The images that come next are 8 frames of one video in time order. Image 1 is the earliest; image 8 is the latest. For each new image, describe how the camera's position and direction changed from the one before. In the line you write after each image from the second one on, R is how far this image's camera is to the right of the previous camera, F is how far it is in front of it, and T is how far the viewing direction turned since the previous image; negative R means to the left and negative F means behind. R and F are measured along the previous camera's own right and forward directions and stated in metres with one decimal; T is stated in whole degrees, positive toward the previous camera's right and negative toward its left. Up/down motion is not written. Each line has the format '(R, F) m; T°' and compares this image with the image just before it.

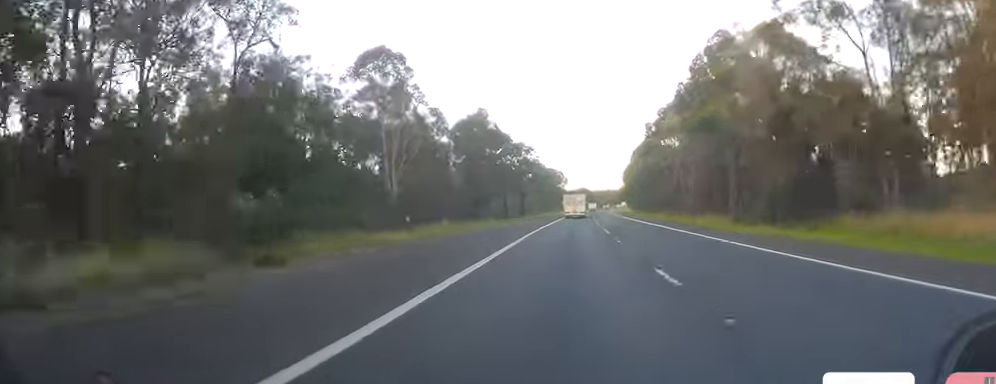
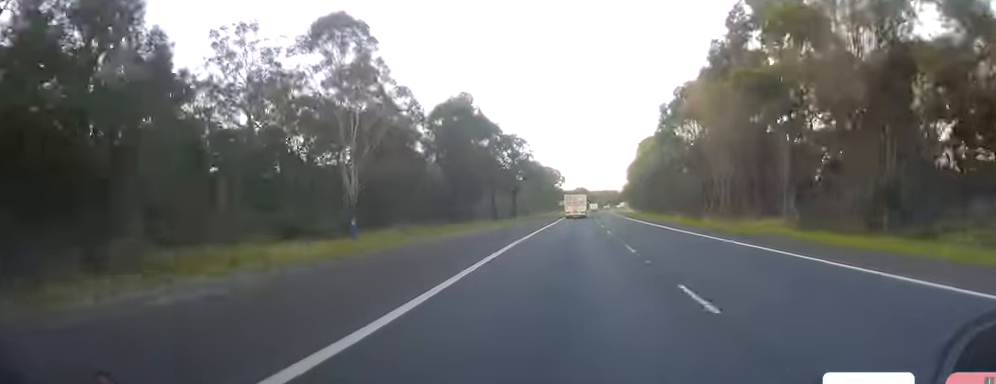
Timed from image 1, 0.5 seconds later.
(+0.1, +15.3) m; 0°
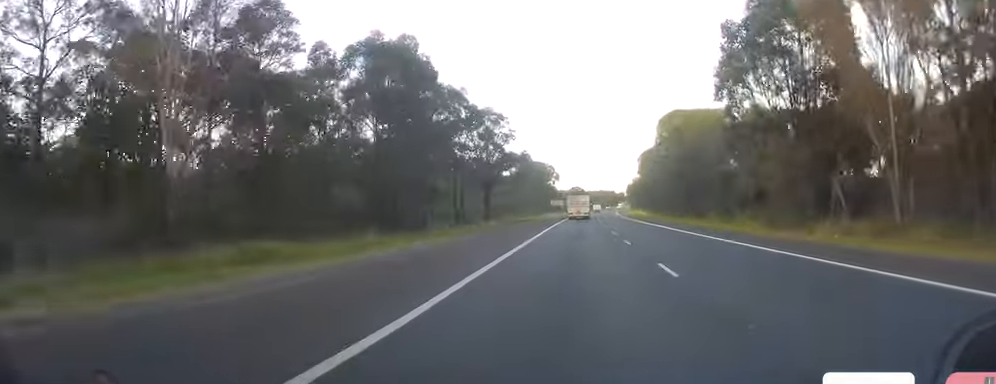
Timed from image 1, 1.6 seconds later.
(-0.1, +31.6) m; +1°
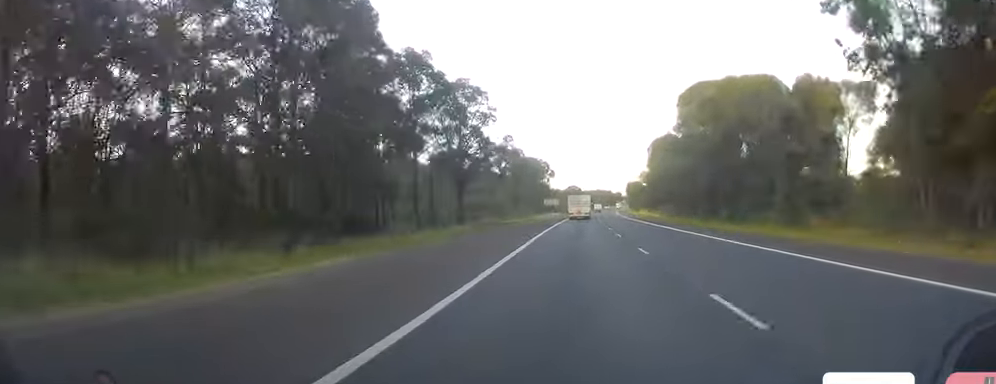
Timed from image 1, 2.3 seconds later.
(+0.4, +18.2) m; 0°
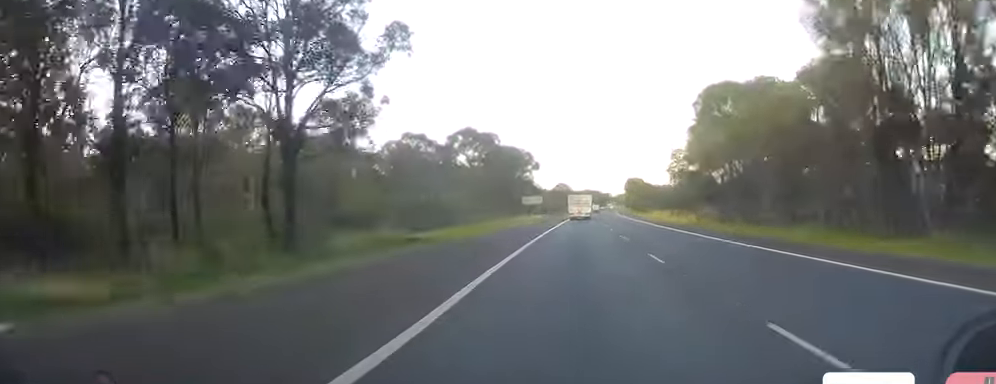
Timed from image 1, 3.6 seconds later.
(-0.4, +39.1) m; +1°
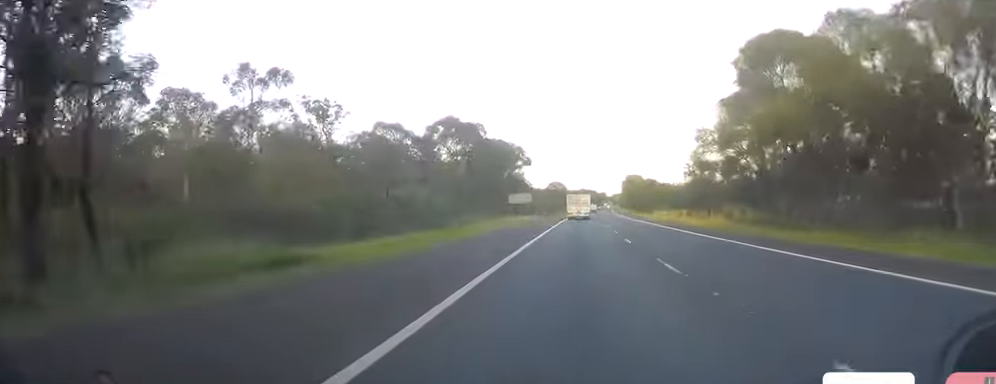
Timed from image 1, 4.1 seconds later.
(+0.4, +14.4) m; +1°
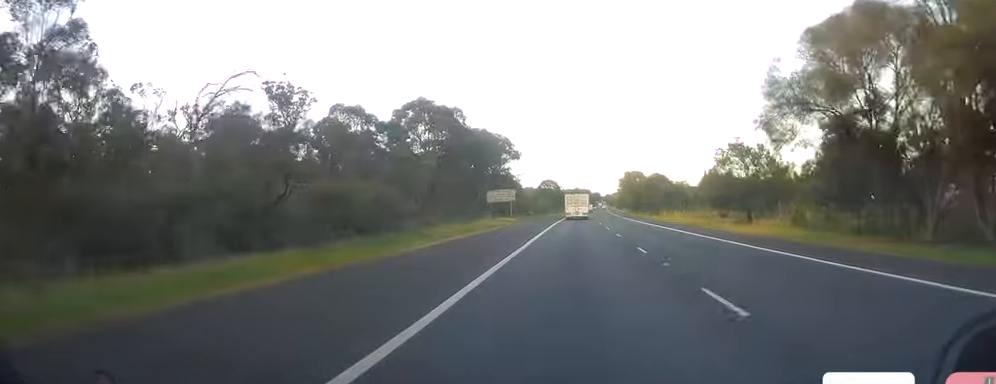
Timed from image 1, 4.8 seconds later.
(+0.2, +18.2) m; +1°
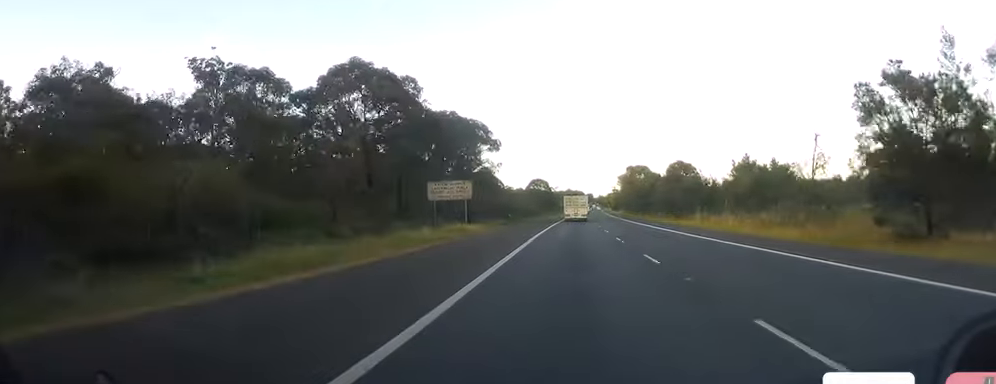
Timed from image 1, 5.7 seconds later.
(-0.1, +27.8) m; 0°
